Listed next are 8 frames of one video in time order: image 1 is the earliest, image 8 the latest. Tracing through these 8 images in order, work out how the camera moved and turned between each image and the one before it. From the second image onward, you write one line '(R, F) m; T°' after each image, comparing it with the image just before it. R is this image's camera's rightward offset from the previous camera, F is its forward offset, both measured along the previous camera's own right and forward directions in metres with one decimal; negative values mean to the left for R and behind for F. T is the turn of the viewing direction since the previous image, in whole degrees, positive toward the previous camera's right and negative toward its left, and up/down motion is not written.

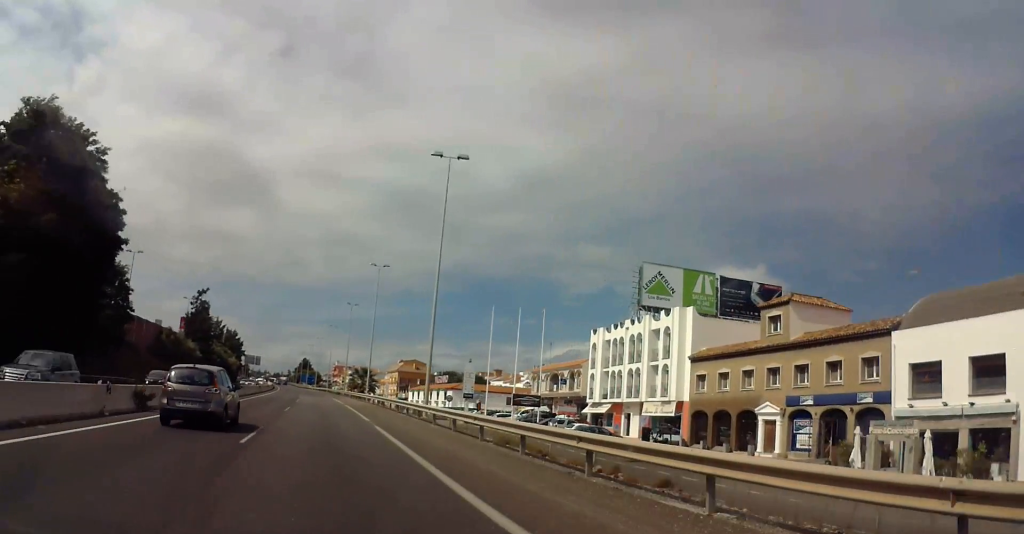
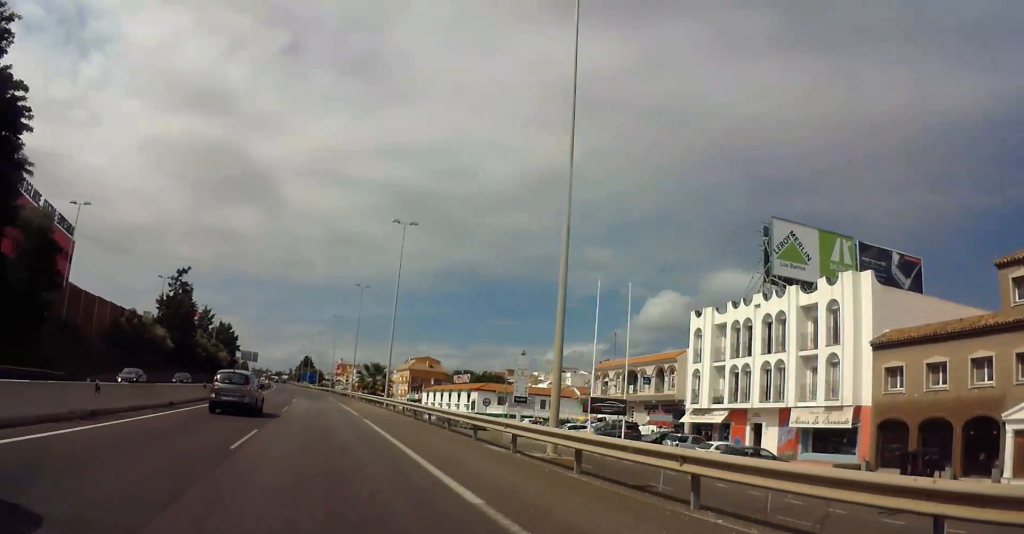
(0.0, +19.9) m; 0°
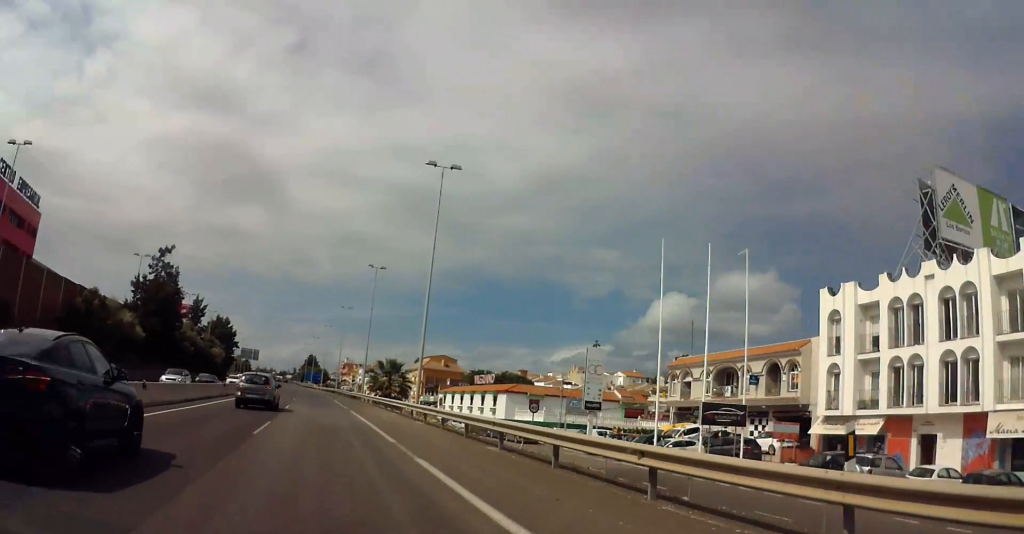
(0.0, +14.9) m; 0°
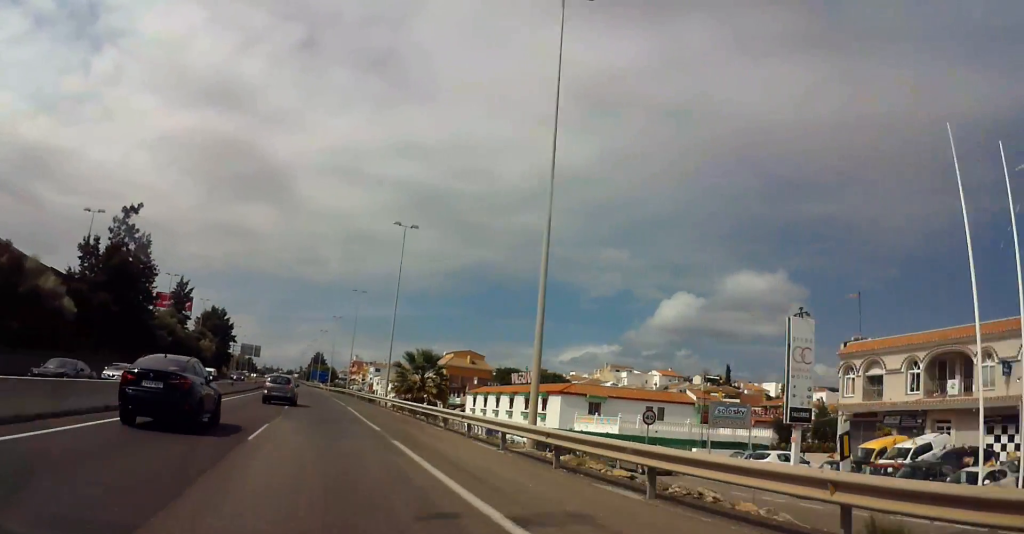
(0.0, +20.8) m; 0°
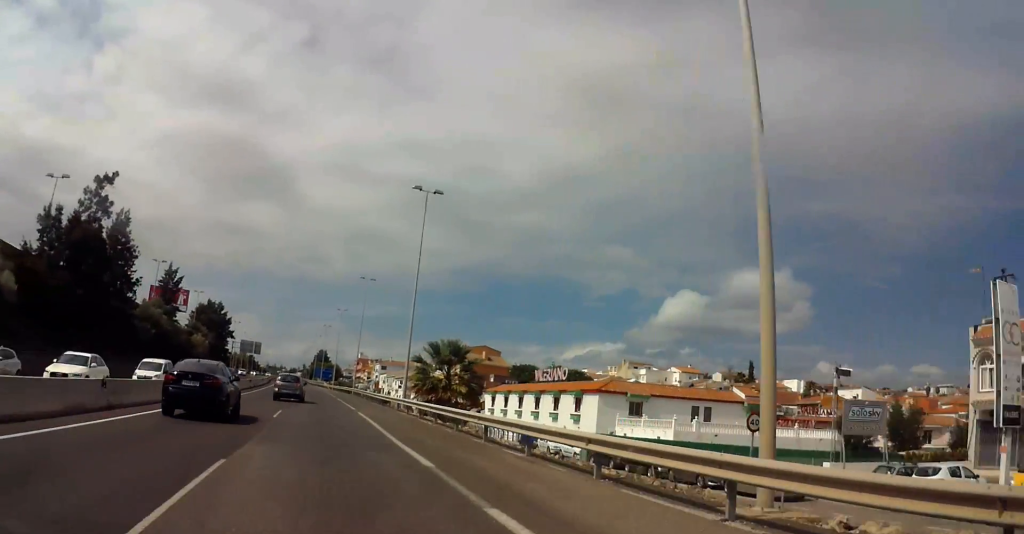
(-0.1, +9.9) m; 0°
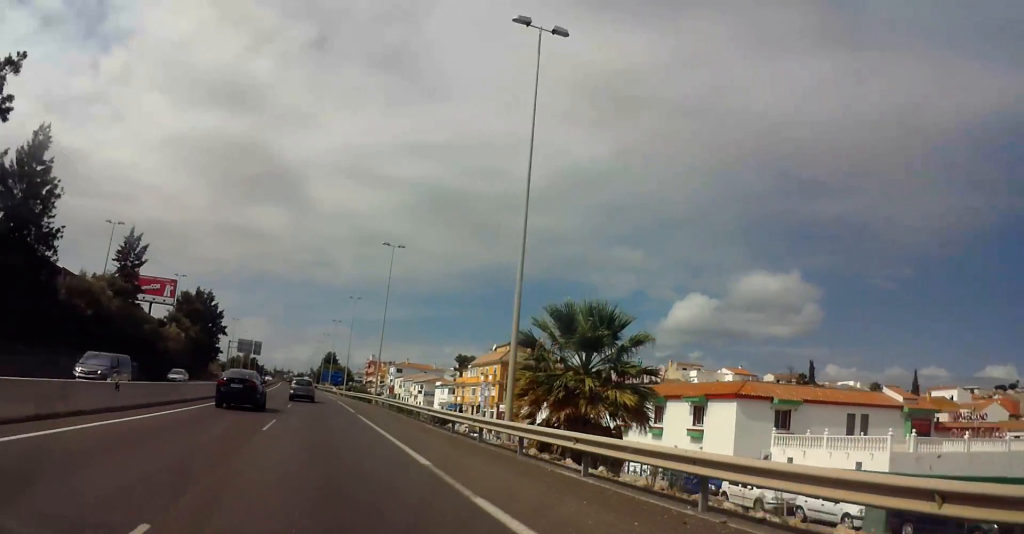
(0.0, +22.8) m; -1°
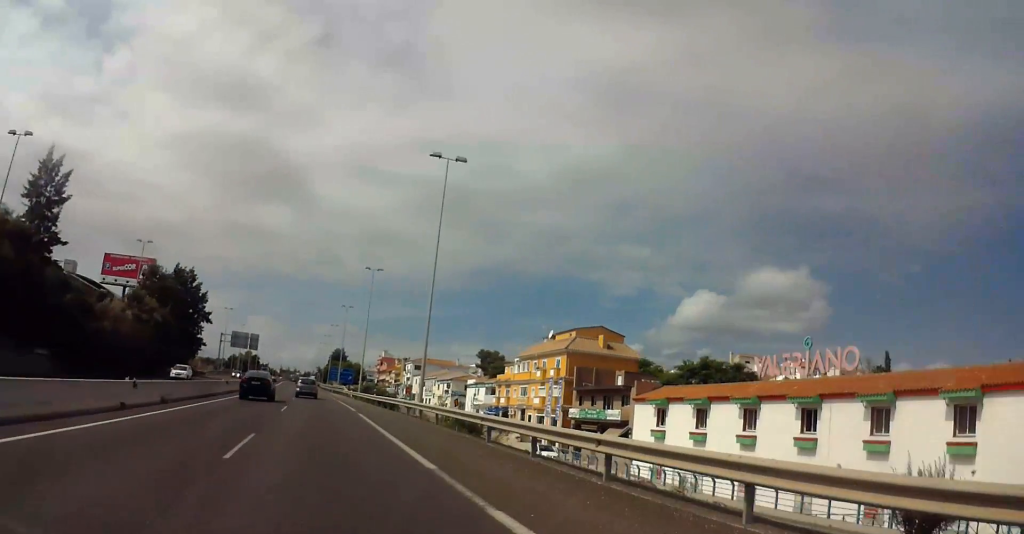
(-0.3, +24.8) m; -2°
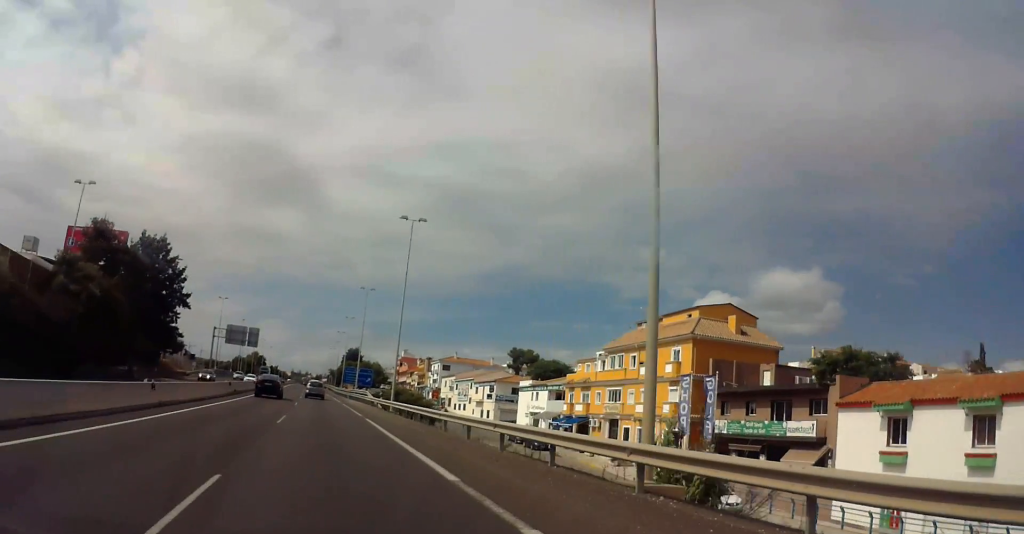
(-0.5, +23.9) m; -1°
